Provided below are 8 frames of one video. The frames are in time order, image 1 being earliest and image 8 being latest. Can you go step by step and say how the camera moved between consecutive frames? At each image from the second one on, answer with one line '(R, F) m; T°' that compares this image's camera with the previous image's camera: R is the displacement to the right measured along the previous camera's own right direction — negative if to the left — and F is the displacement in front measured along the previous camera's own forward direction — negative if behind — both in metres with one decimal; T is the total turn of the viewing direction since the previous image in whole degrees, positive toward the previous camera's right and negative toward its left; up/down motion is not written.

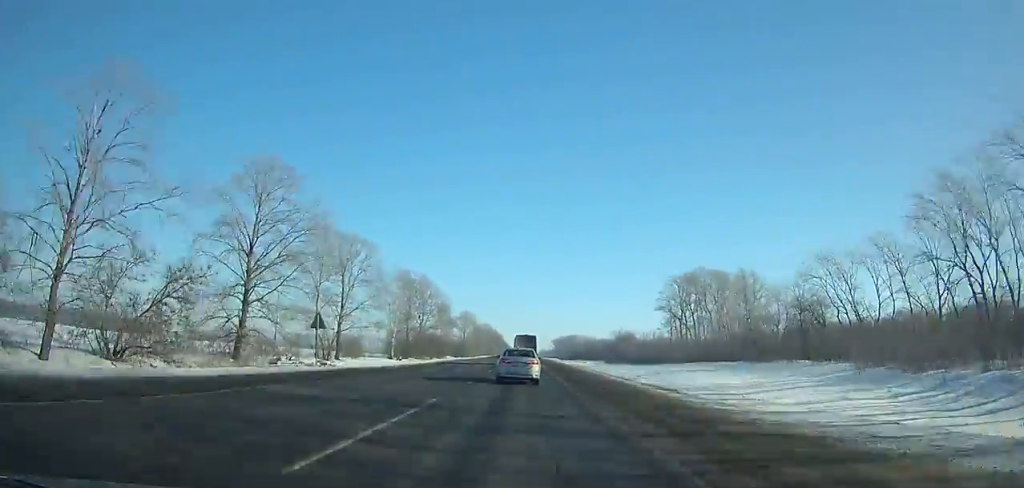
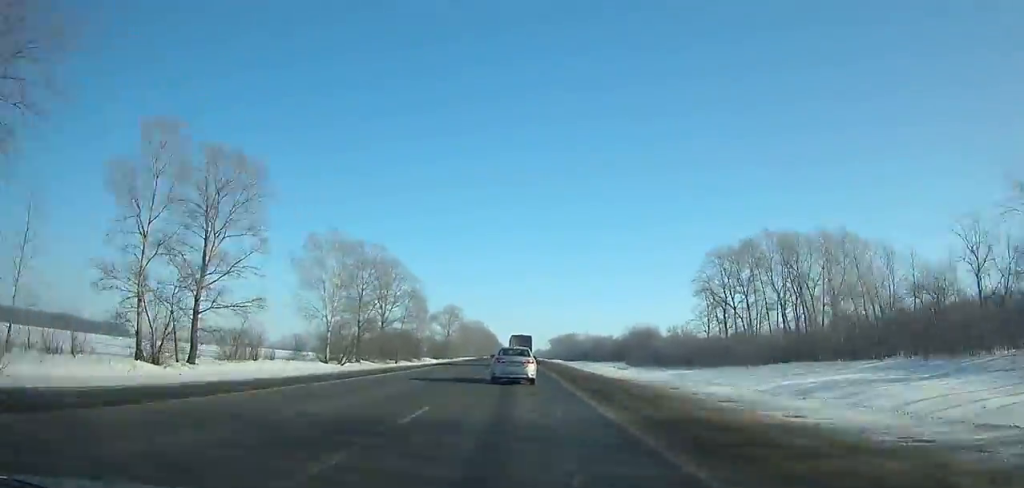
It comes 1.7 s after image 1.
(0.0, +35.4) m; 0°
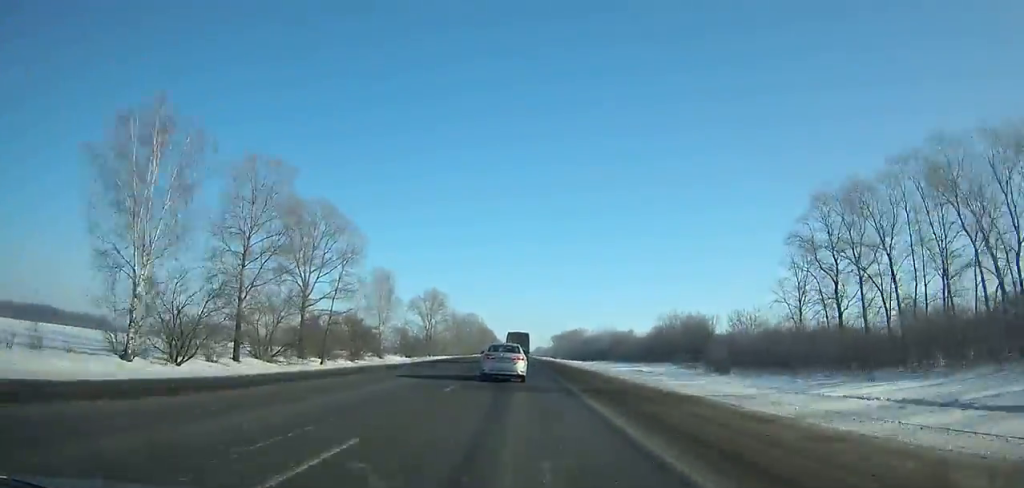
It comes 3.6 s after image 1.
(0.0, +39.7) m; 0°
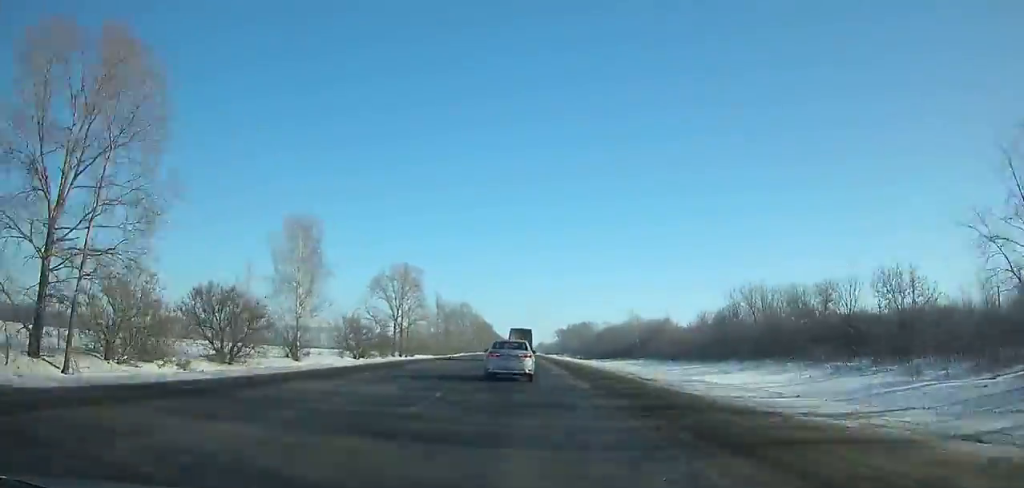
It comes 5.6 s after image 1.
(+0.1, +41.7) m; 0°
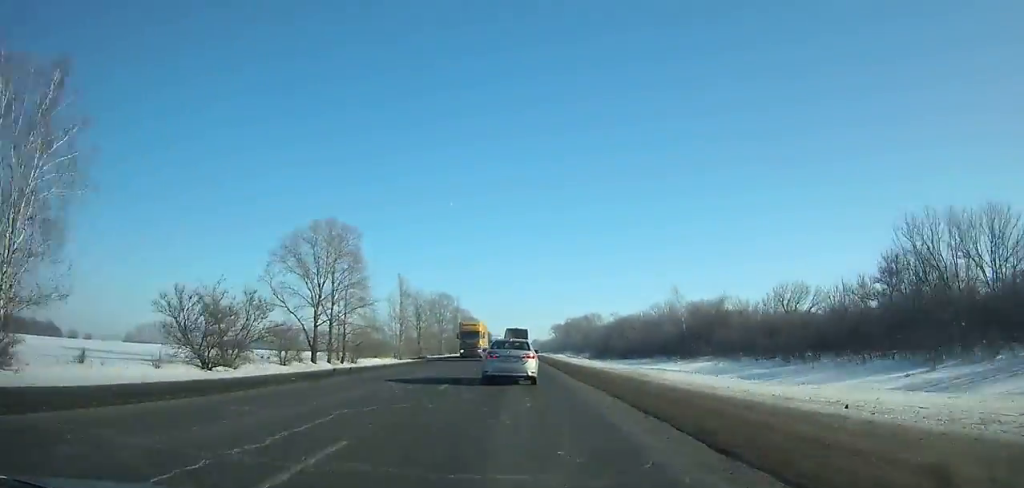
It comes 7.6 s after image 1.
(+0.1, +41.6) m; 0°
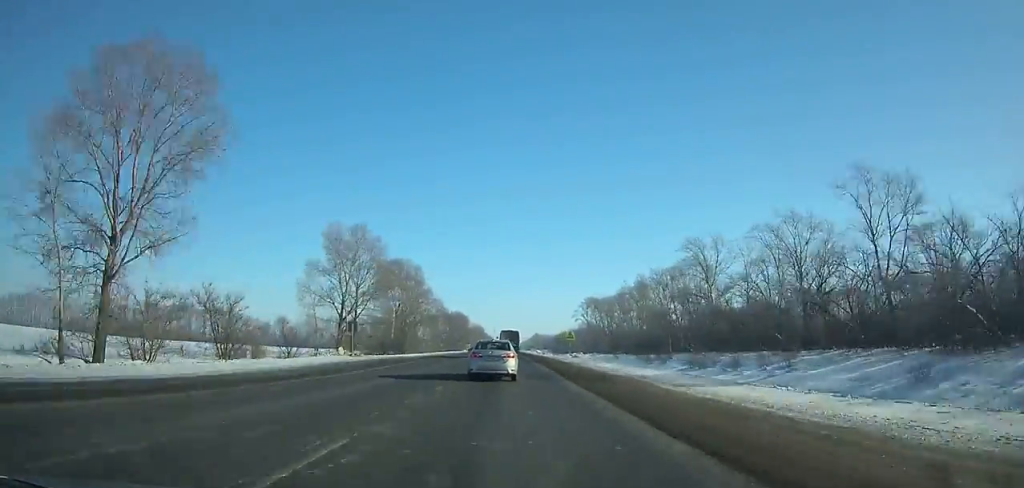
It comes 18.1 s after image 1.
(-0.5, +215.7) m; 0°
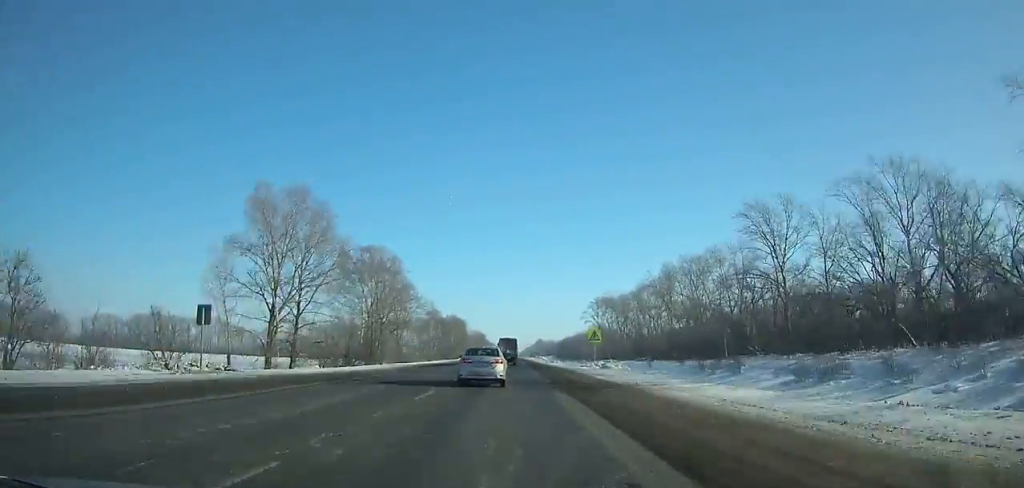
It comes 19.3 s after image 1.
(0.0, +24.8) m; 0°
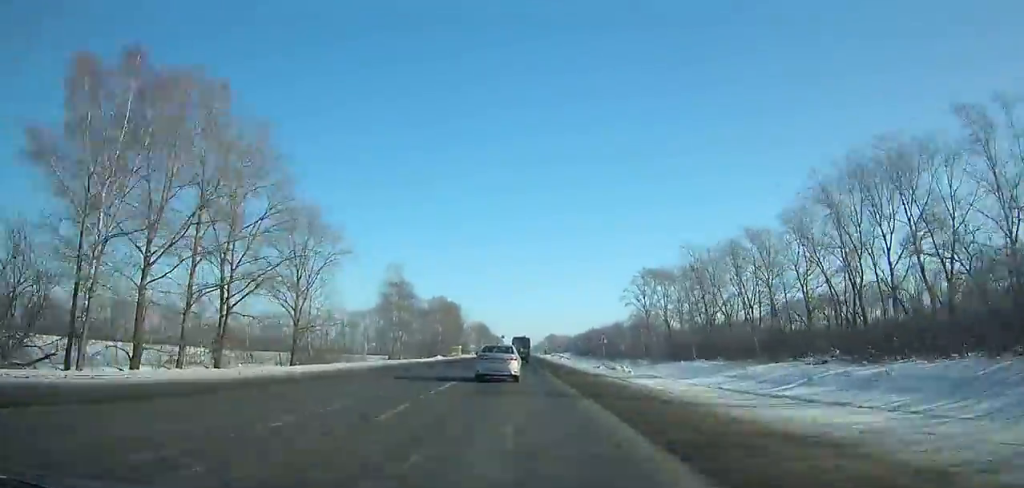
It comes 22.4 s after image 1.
(-0.2, +64.3) m; 0°
